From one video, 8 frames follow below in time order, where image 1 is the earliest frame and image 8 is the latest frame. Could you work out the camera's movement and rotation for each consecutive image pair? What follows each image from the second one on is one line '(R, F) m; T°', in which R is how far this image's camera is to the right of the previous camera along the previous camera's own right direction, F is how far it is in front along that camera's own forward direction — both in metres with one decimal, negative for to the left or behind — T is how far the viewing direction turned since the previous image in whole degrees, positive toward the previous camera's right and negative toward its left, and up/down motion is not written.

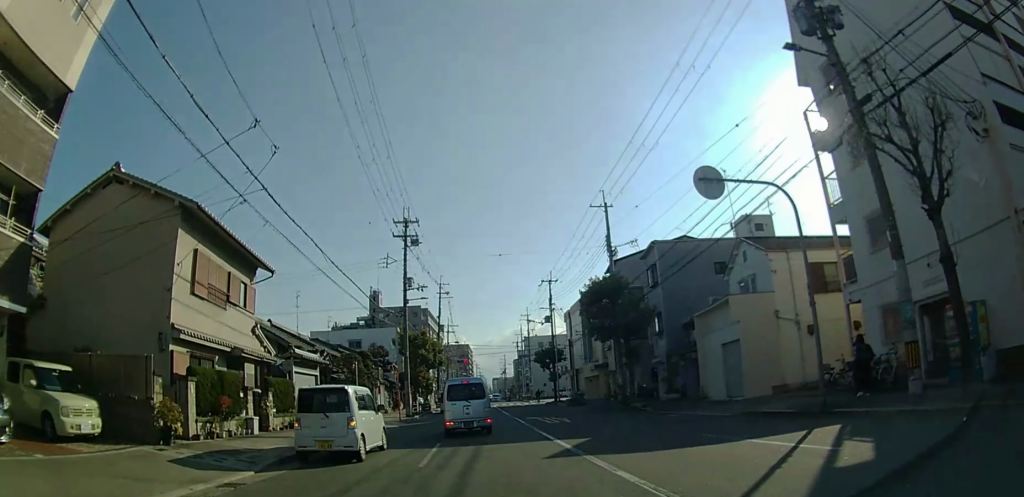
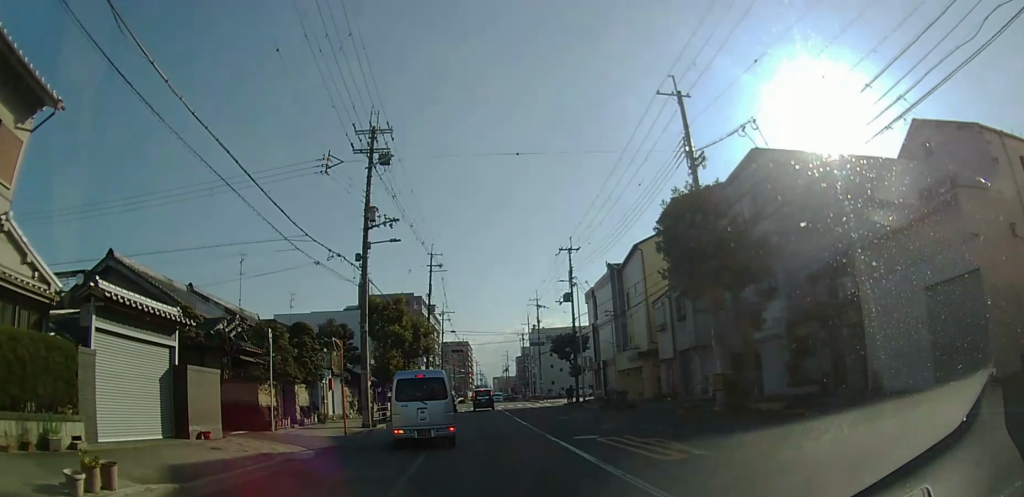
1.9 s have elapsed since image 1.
(0.0, +13.0) m; 0°
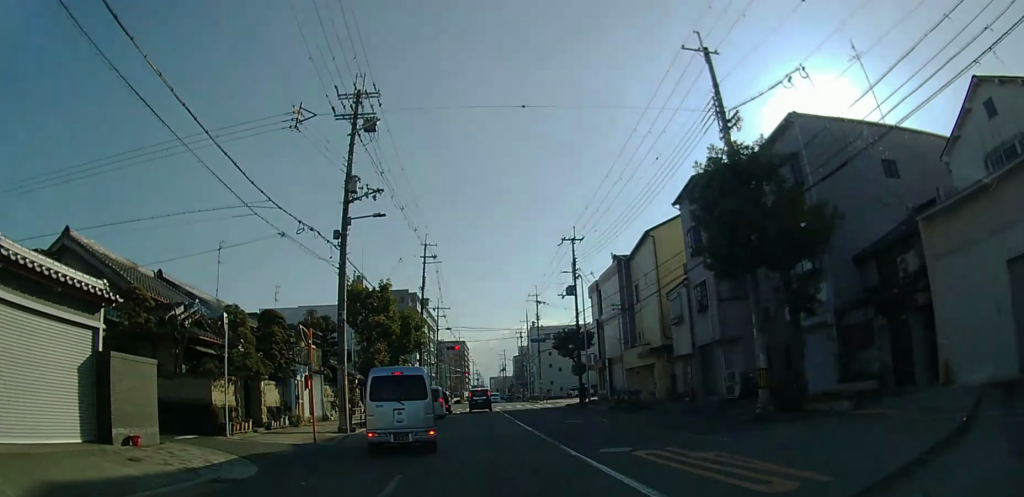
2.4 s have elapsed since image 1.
(0.0, +3.1) m; 0°
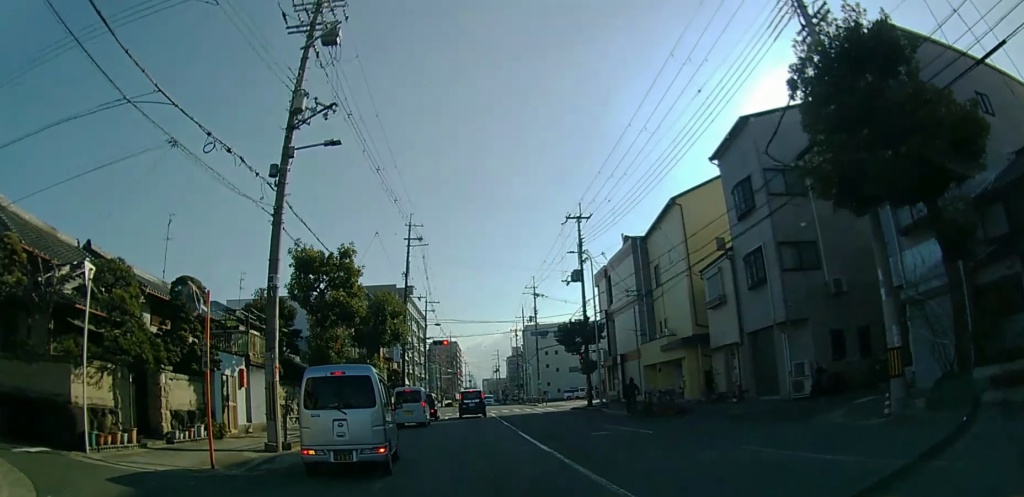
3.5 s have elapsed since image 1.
(0.0, +6.3) m; 0°
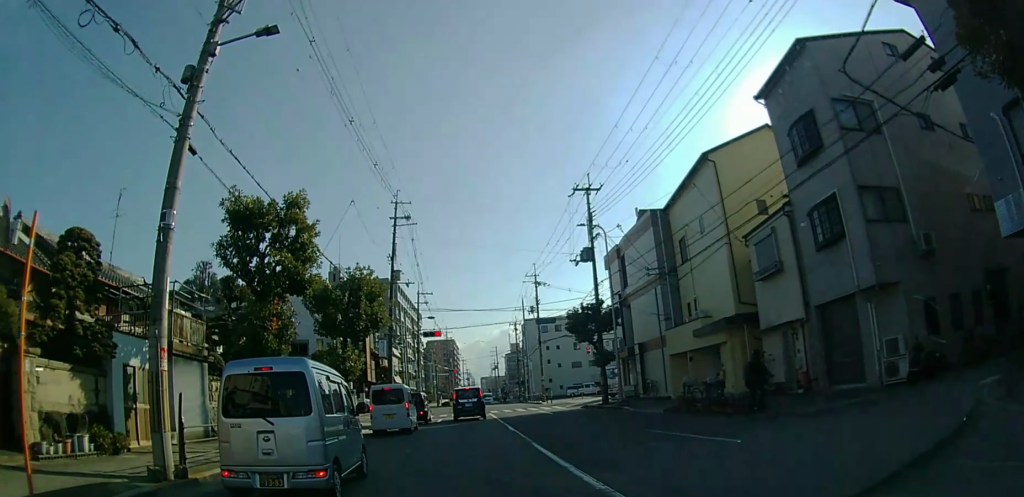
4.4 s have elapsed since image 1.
(0.0, +5.2) m; 0°
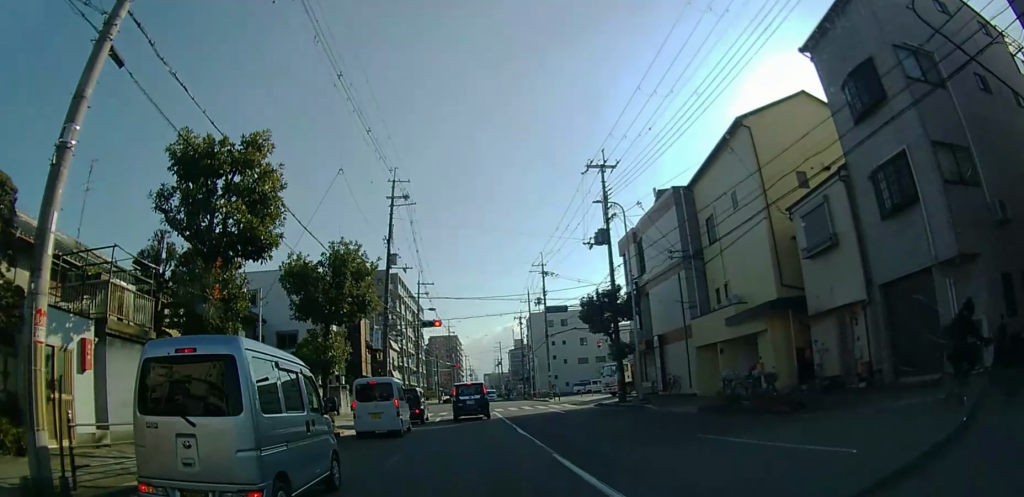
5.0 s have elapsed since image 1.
(0.0, +3.3) m; 0°
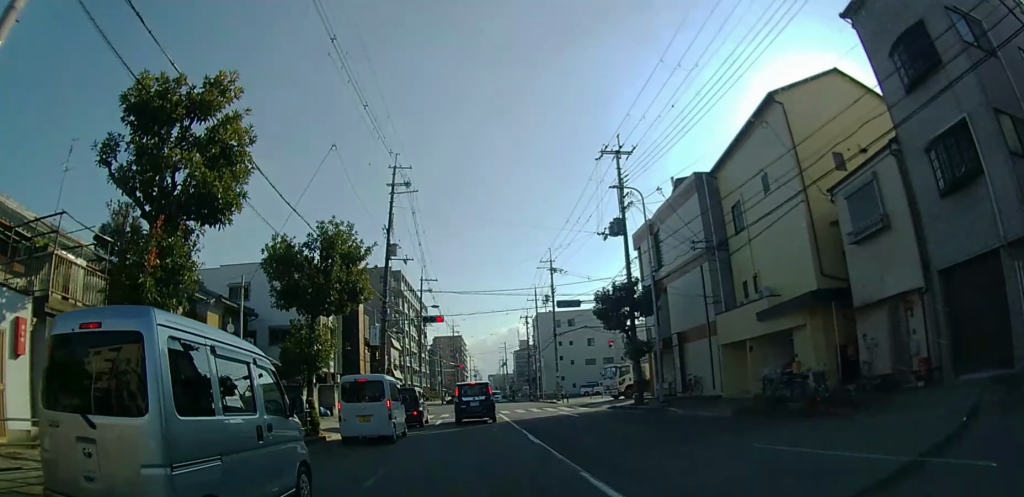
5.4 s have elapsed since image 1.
(0.0, +2.2) m; 0°
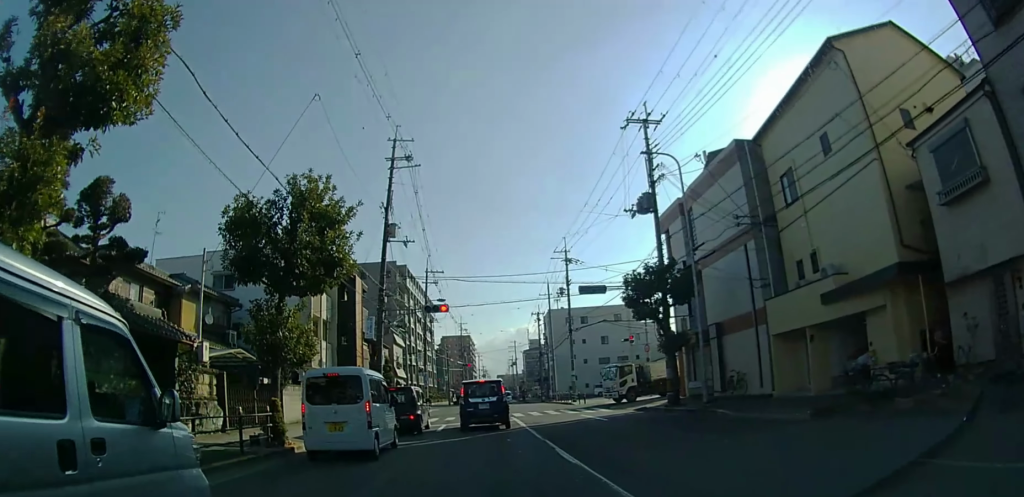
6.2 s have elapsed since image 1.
(0.0, +3.8) m; 0°
